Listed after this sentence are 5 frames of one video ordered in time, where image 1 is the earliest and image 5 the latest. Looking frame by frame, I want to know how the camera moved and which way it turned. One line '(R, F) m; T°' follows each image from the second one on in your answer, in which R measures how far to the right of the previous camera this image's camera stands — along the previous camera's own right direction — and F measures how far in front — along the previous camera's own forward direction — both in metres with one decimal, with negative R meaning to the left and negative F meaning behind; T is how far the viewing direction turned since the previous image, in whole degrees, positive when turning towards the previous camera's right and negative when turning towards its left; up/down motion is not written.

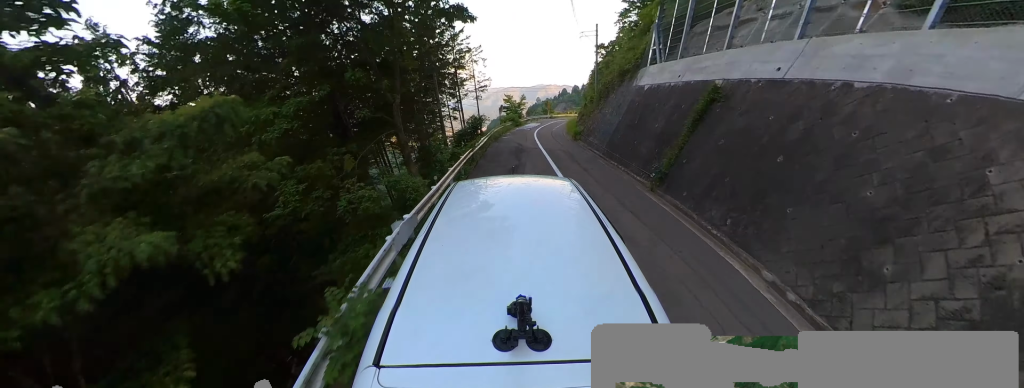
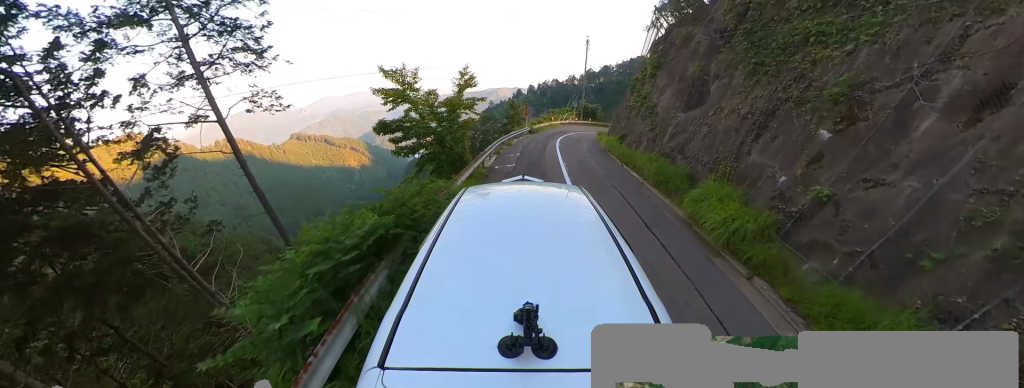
(+4.3, +30.9) m; +15°
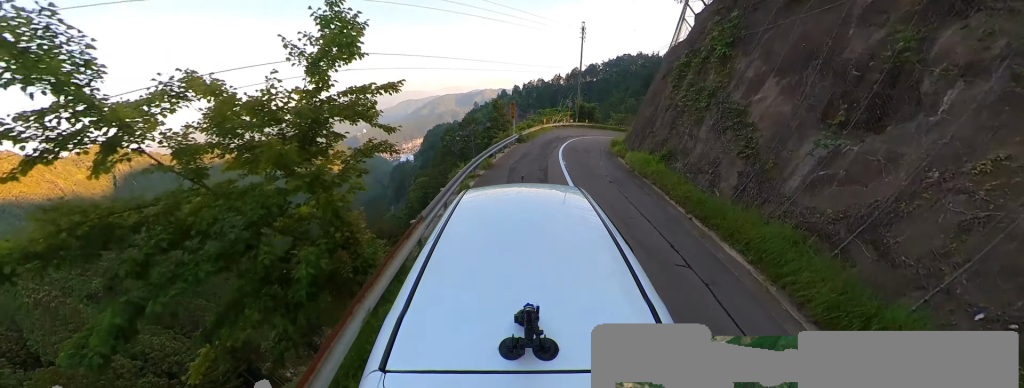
(+0.7, +7.3) m; +1°
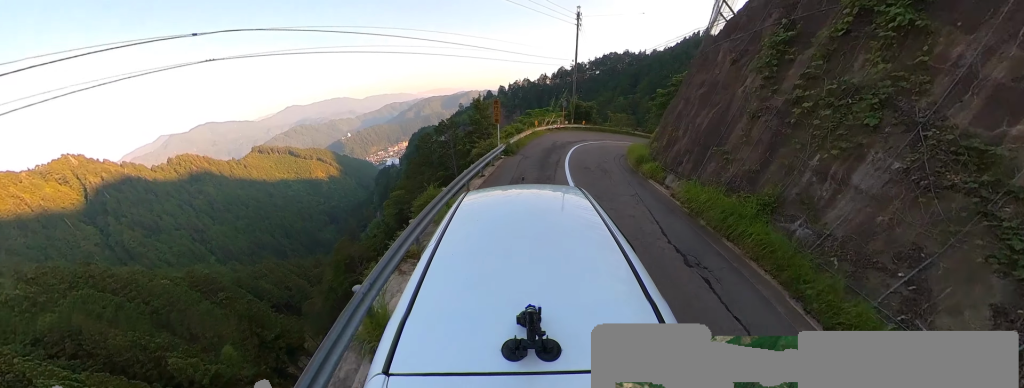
(-0.8, +6.3) m; +4°
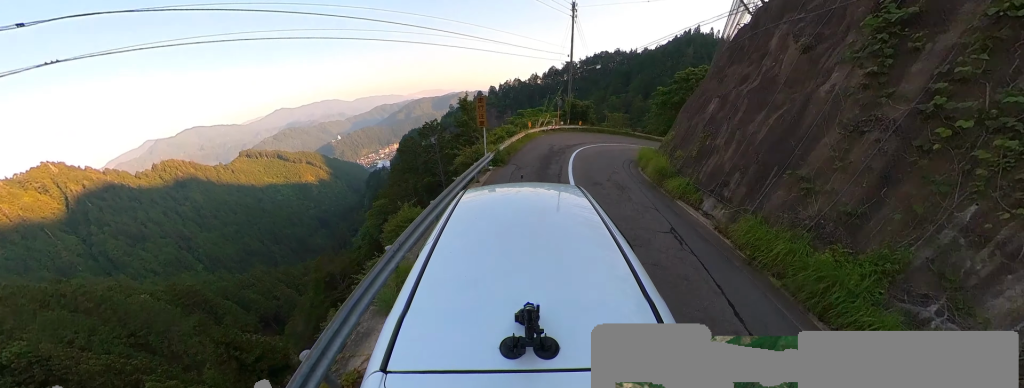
(+0.5, +3.2) m; +7°
